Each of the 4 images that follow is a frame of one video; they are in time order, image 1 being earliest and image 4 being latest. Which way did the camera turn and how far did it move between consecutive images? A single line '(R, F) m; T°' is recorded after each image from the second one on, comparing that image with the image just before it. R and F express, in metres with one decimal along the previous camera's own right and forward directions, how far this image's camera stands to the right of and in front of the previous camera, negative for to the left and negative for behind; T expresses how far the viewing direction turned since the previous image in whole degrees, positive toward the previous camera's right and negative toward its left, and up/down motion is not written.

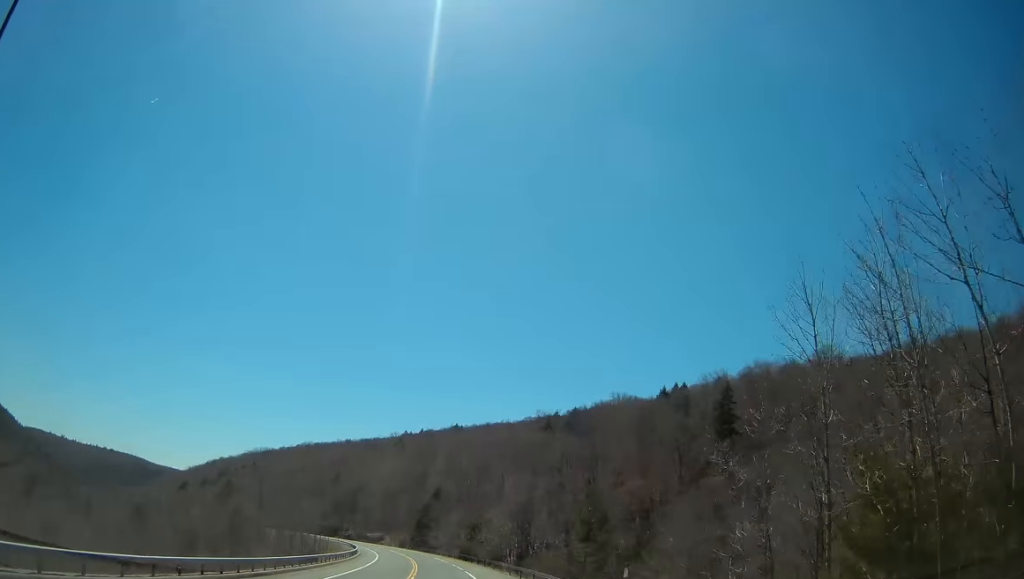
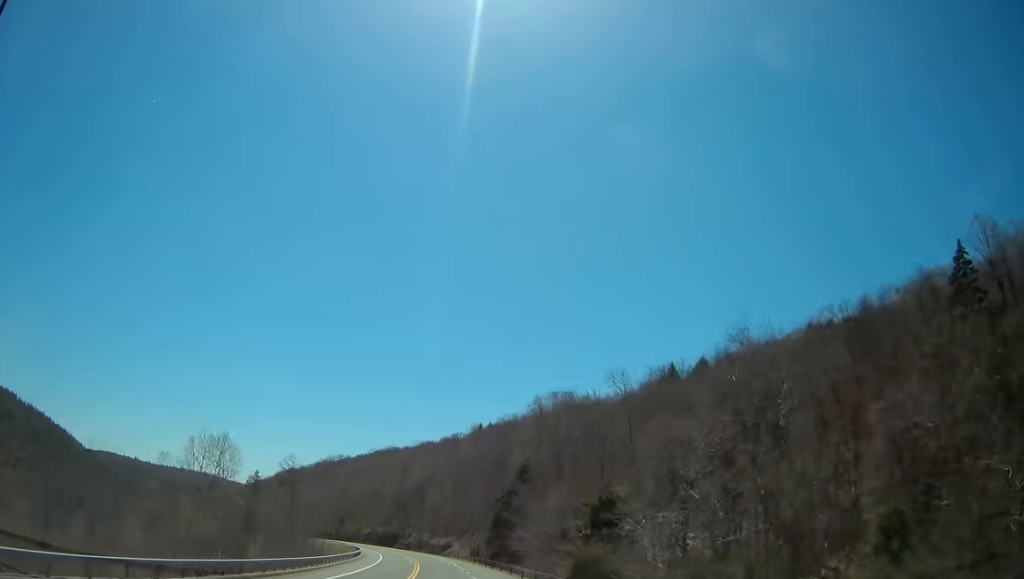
(-7.2, +58.9) m; -10°
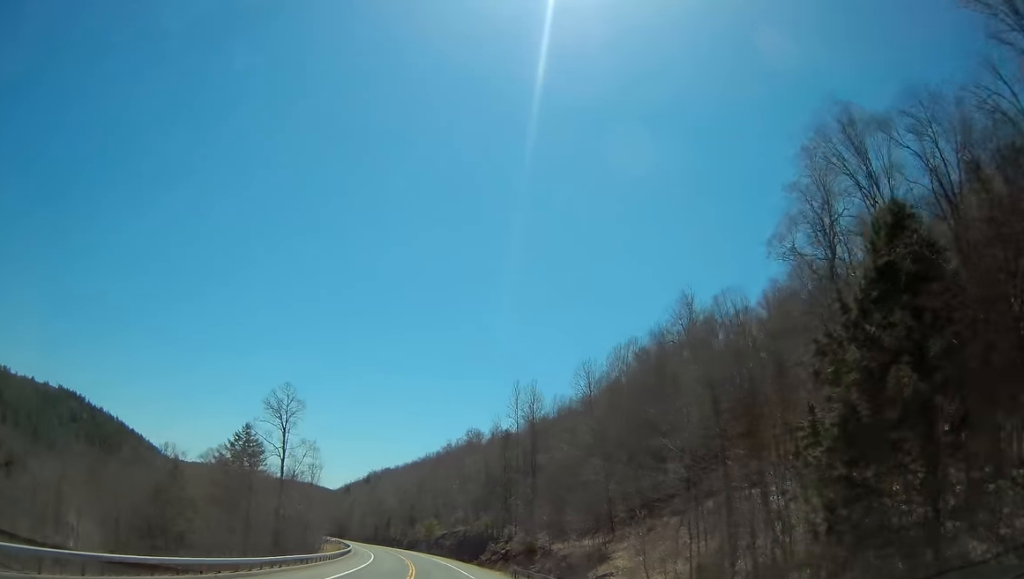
(-0.2, +87.2) m; -5°
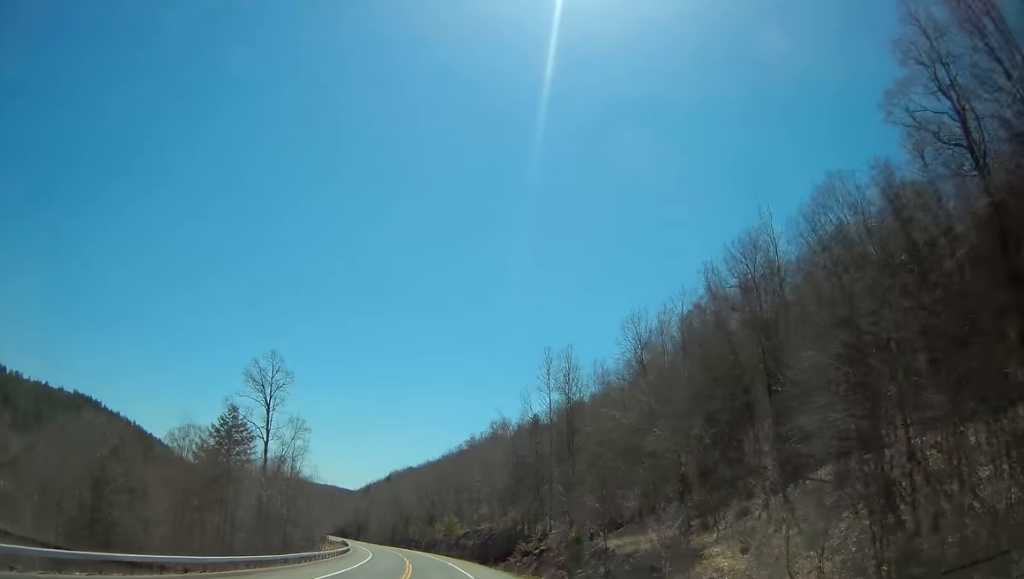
(-1.2, +17.4) m; -4°
